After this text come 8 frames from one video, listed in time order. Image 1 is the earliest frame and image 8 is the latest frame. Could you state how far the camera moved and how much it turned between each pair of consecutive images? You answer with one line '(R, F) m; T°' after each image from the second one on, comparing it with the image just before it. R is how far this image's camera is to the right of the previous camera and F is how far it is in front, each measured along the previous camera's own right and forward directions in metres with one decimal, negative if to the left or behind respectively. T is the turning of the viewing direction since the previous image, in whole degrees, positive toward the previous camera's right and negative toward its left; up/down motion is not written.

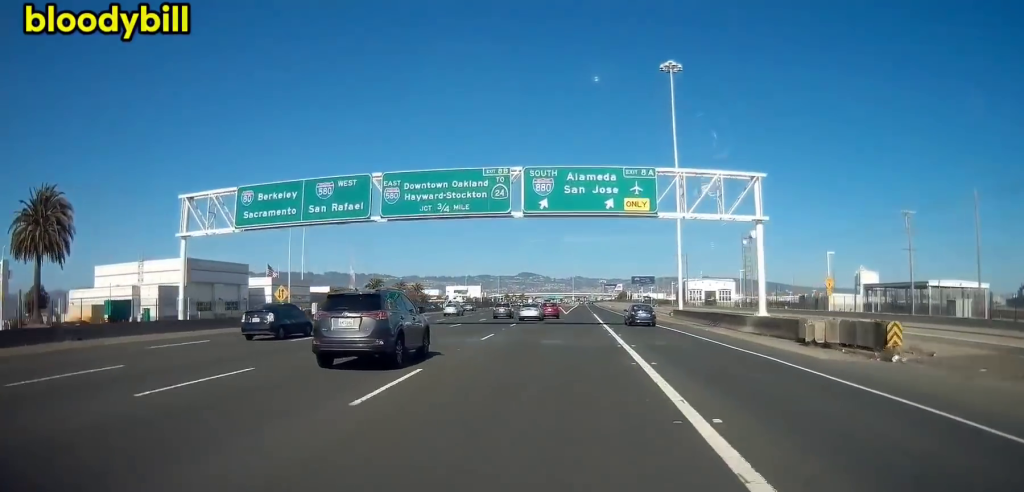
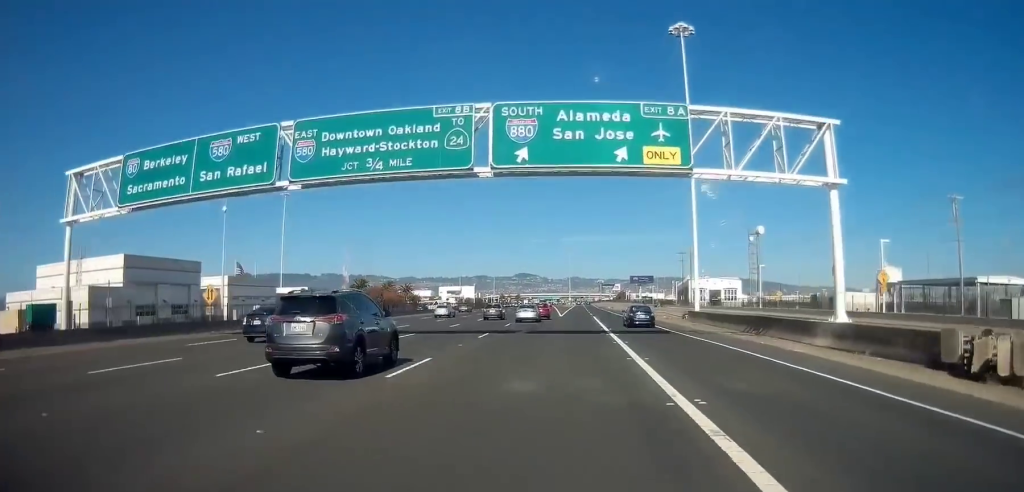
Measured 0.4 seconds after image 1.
(+0.1, +11.5) m; 0°
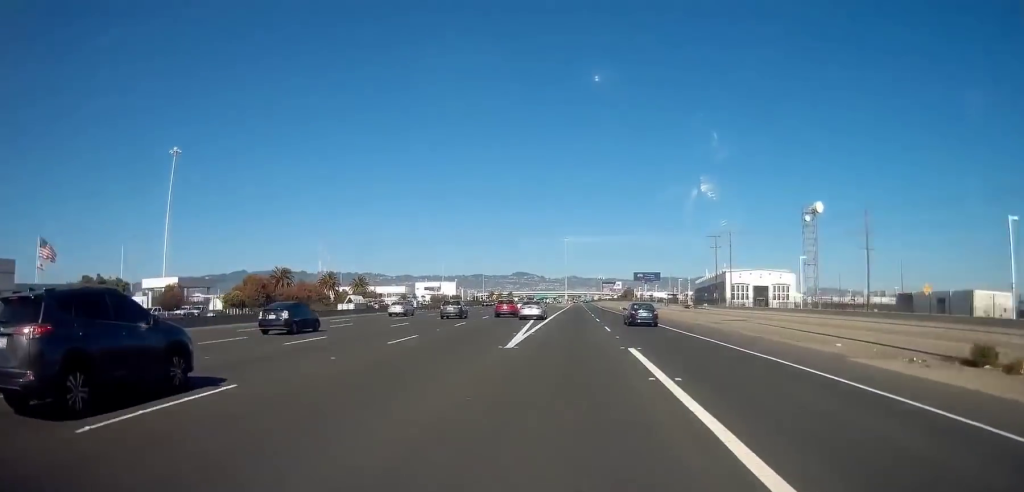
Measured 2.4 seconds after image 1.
(+0.1, +50.9) m; 0°
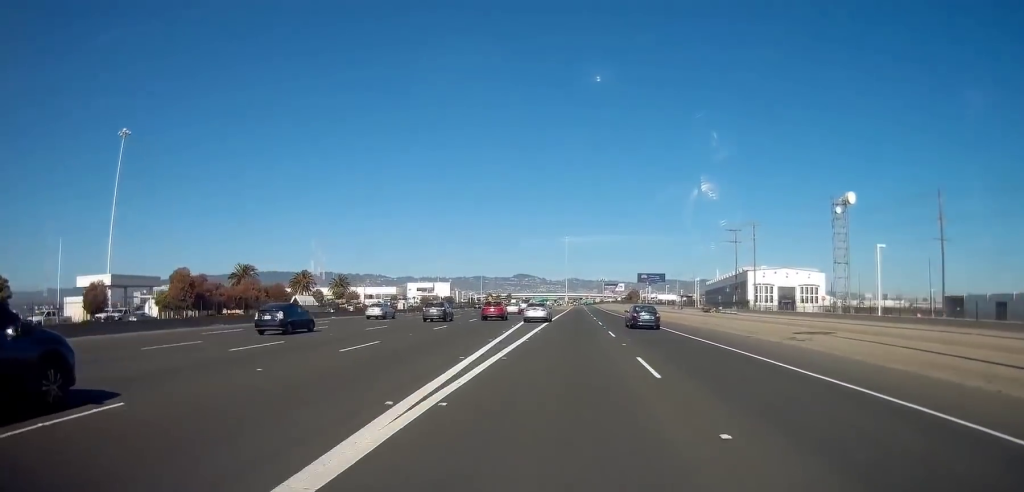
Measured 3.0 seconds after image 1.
(0.0, +17.5) m; 0°
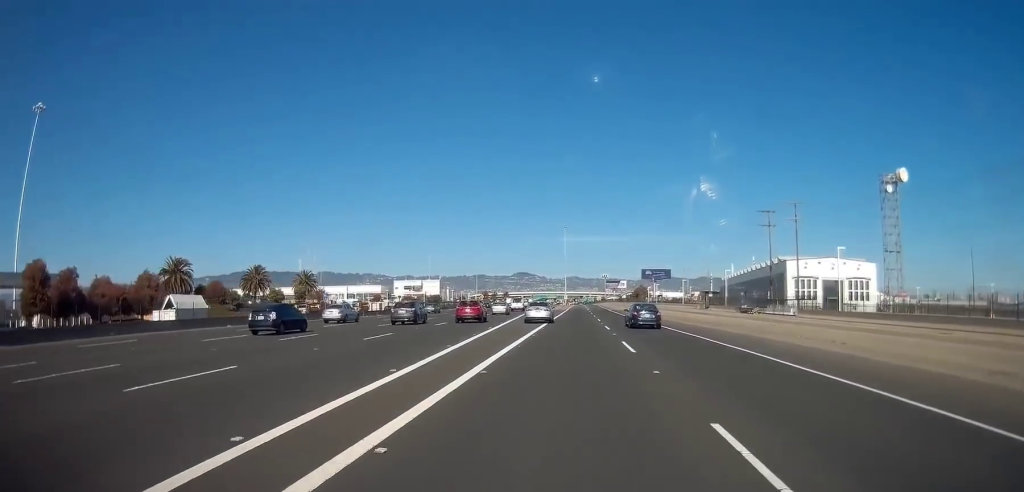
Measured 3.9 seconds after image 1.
(-0.1, +23.7) m; +1°
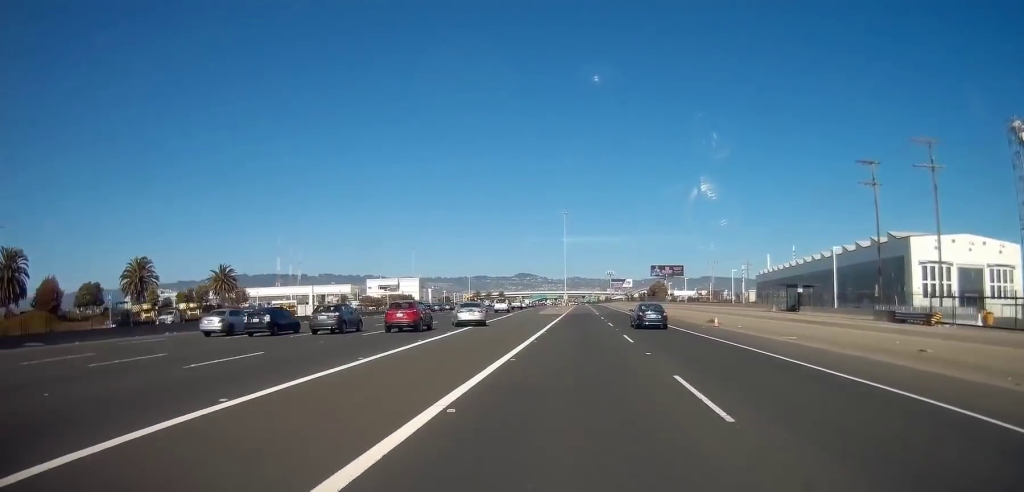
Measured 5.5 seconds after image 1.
(+0.7, +40.6) m; 0°
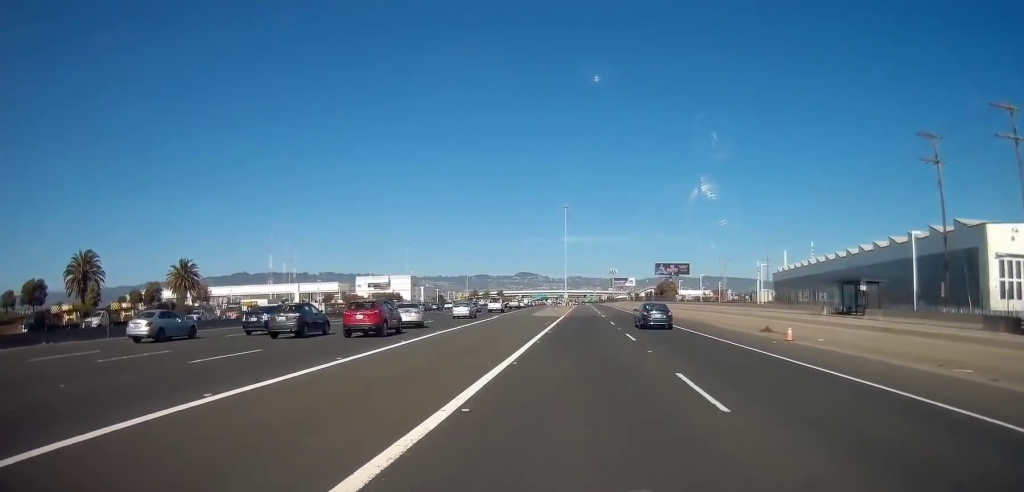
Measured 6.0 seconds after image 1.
(-0.4, +13.1) m; -1°
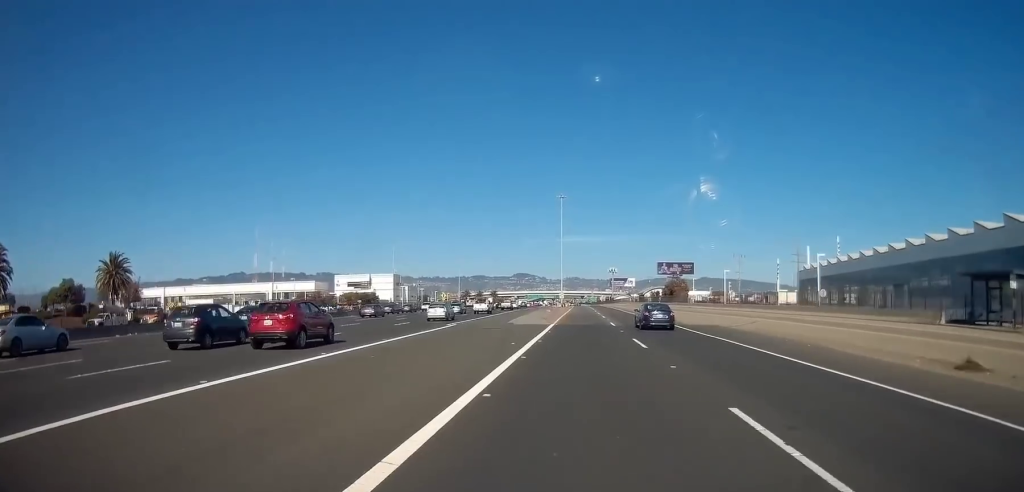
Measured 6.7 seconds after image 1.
(-0.2, +19.2) m; 0°
